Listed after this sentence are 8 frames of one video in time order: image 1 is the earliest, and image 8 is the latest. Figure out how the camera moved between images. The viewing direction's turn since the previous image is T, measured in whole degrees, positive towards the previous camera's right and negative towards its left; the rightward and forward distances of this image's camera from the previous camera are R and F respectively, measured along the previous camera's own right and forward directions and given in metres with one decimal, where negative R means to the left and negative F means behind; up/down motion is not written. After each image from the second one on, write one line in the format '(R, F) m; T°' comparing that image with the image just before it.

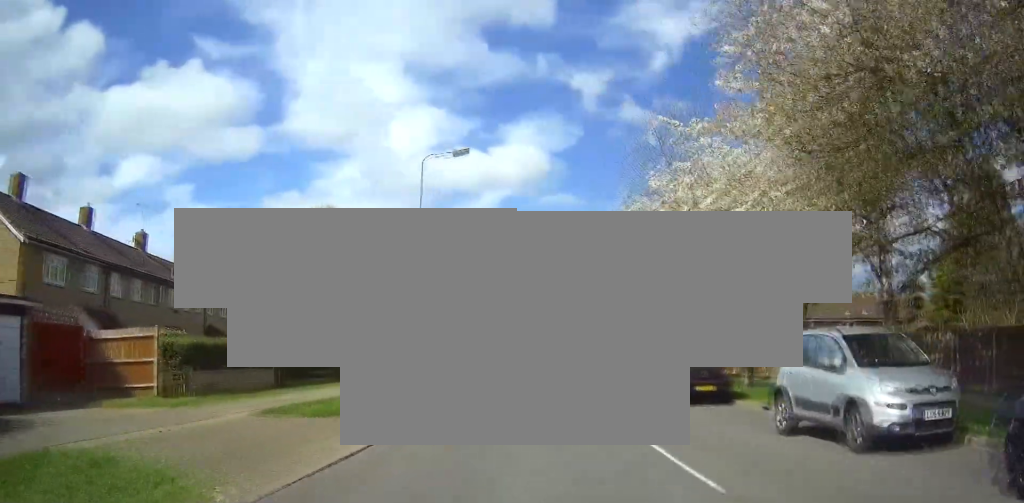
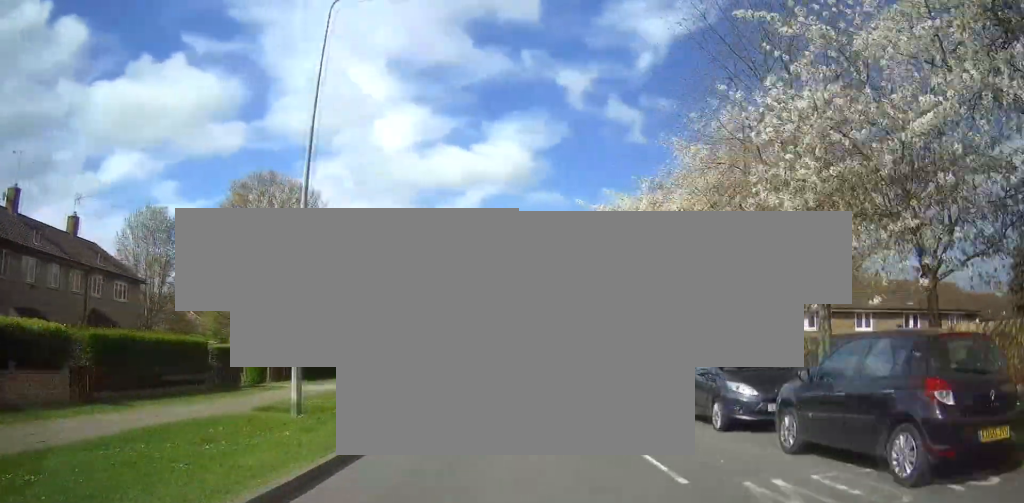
(+1.3, +10.8) m; +6°
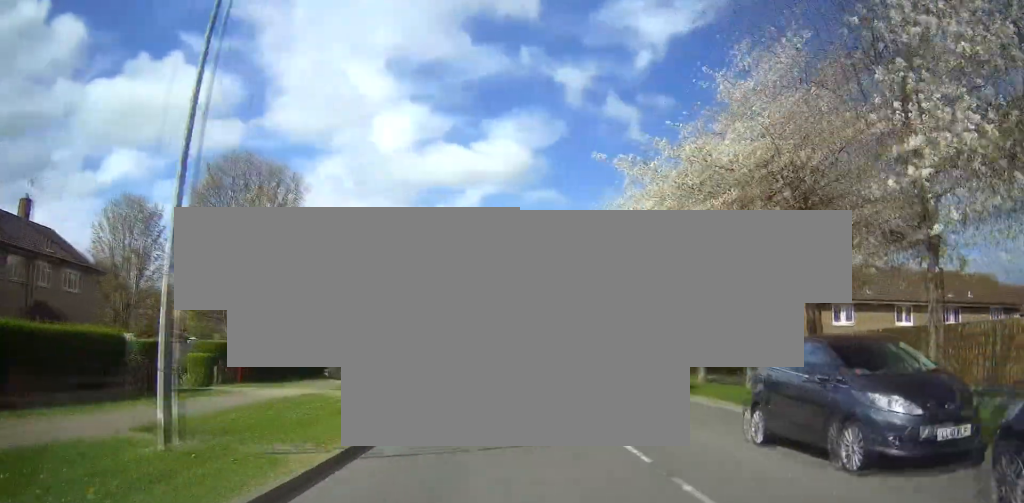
(-0.1, +4.5) m; 0°
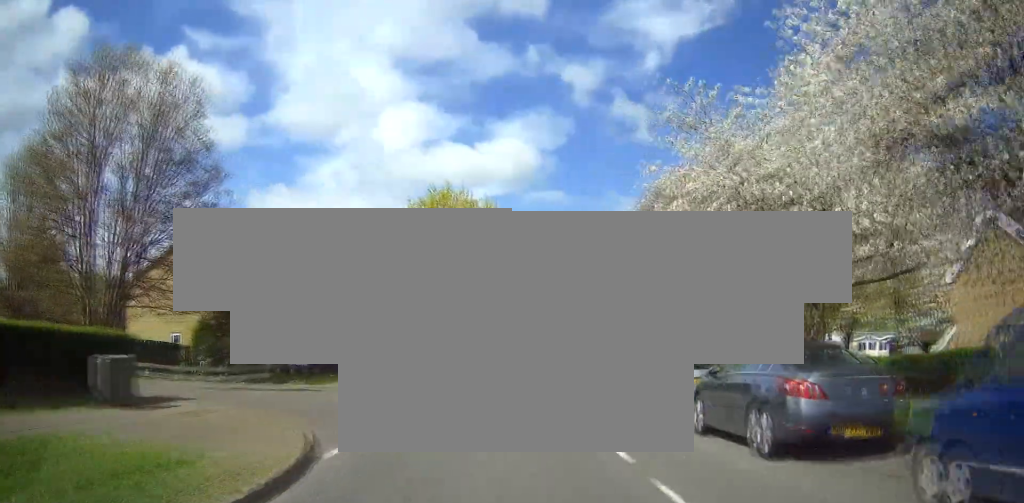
(+0.2, +17.2) m; +1°
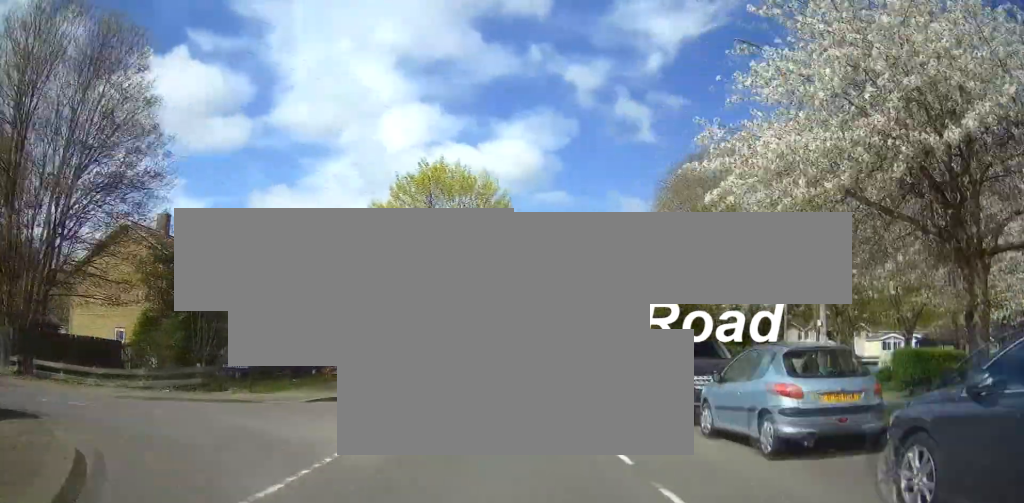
(0.0, +6.1) m; 0°
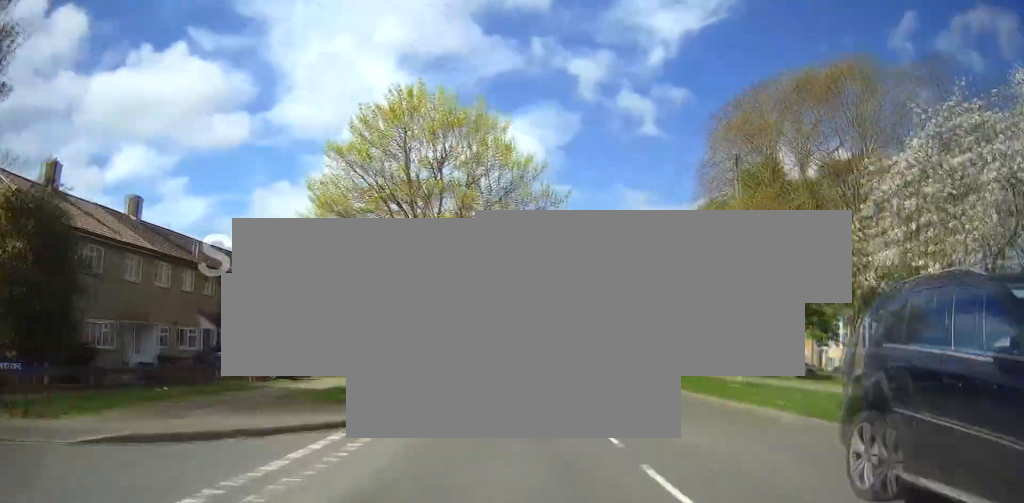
(0.0, +10.6) m; 0°
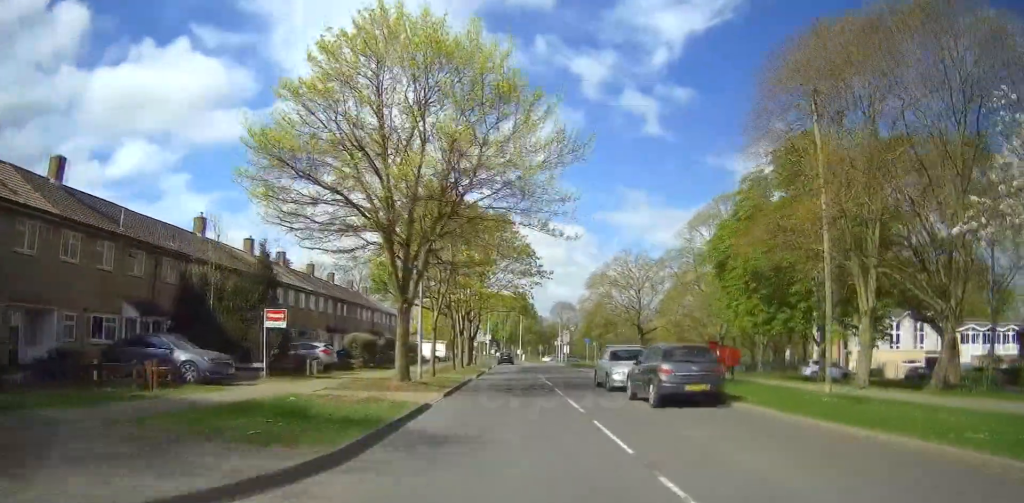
(0.0, +6.9) m; 0°
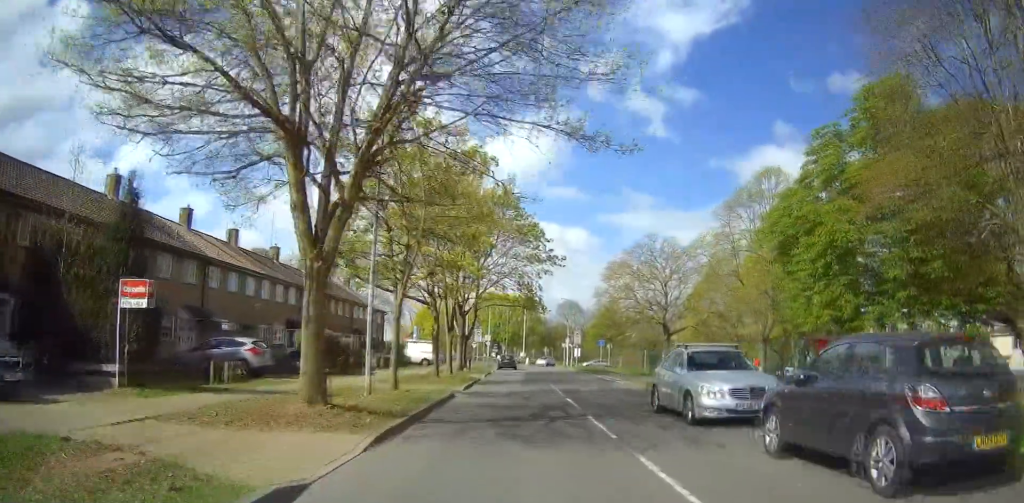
(0.0, +10.0) m; 0°
